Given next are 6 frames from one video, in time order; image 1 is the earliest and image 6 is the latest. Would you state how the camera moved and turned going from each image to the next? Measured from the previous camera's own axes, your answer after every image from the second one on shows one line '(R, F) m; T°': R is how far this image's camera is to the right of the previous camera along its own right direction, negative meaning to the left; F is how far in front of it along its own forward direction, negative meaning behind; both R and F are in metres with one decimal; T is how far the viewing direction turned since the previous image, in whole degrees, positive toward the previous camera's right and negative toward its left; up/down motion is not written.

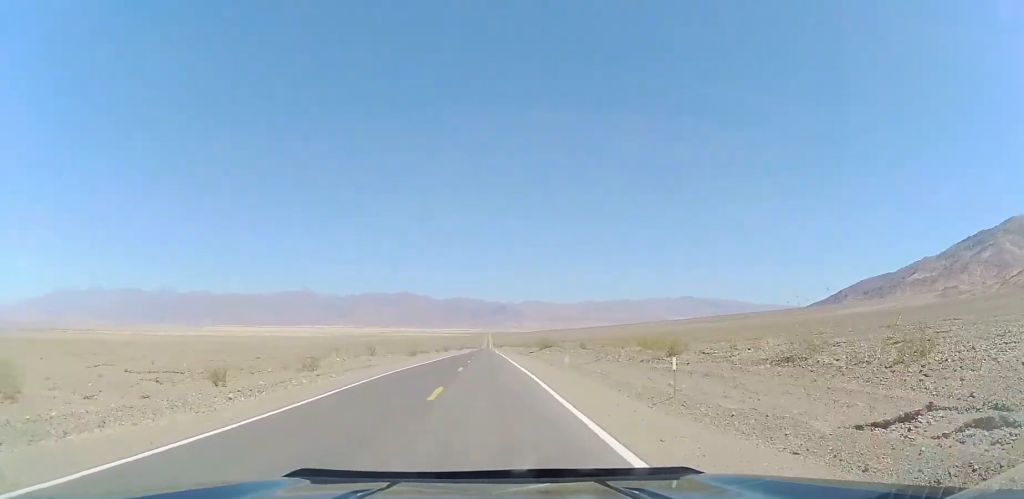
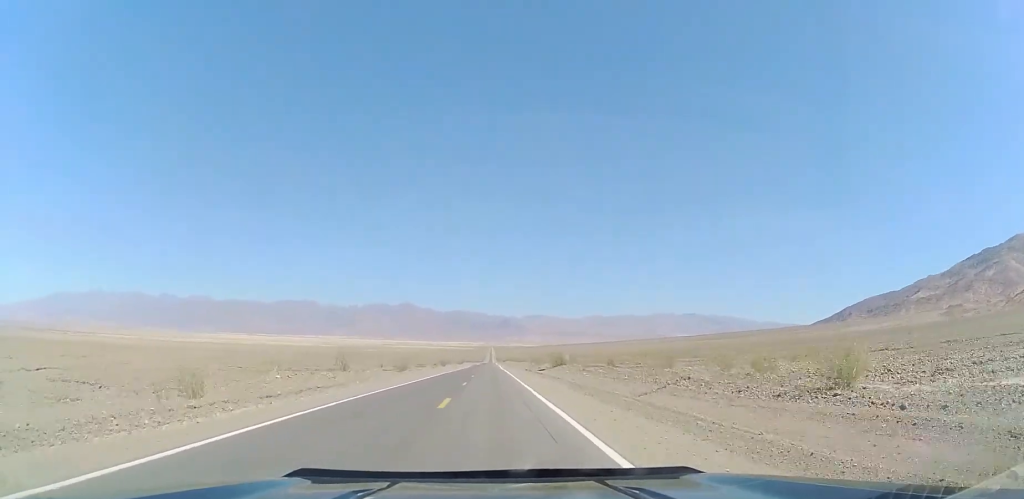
(+0.2, +12.8) m; 0°
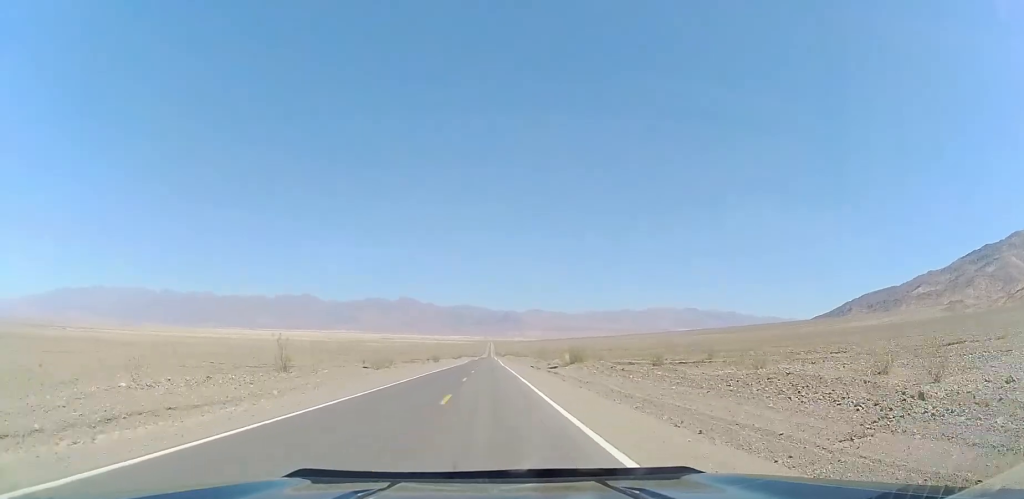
(+0.2, +13.9) m; 0°
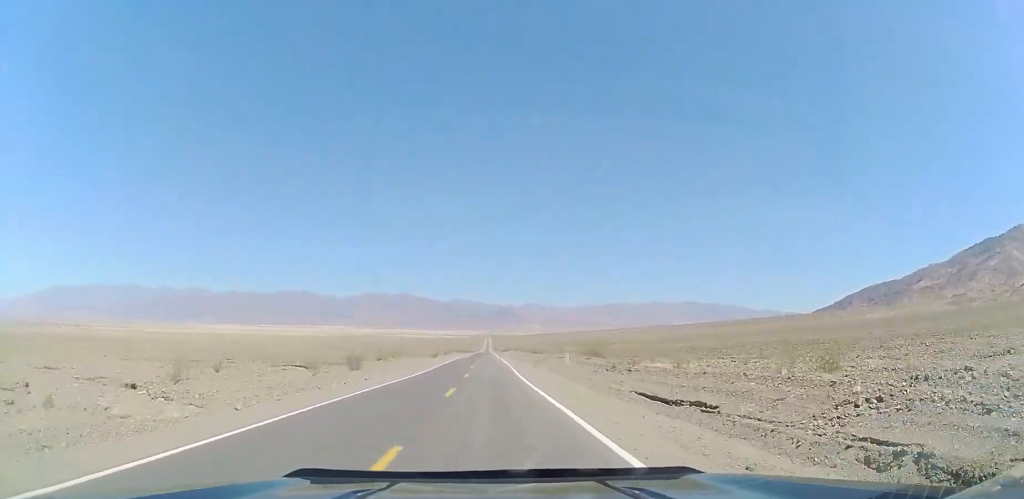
(-0.7, +56.1) m; 0°
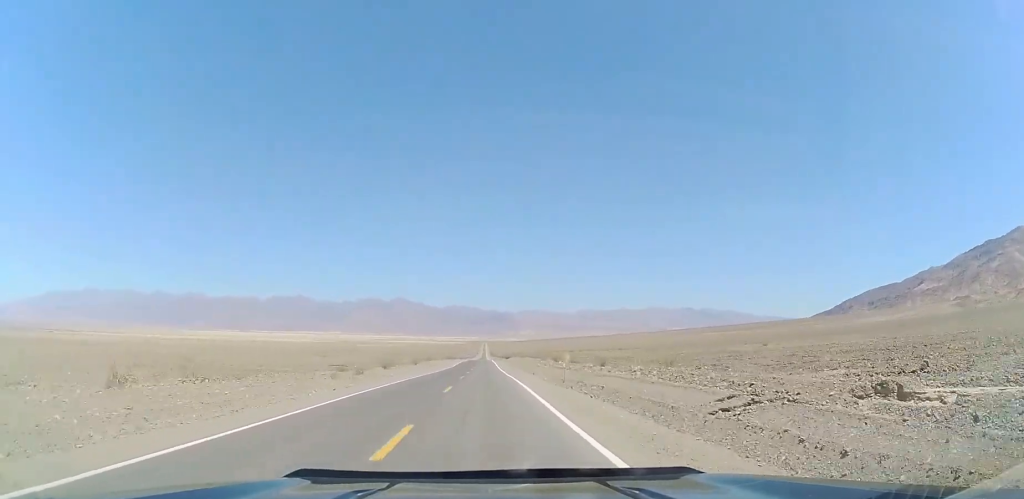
(+0.5, +55.0) m; +1°
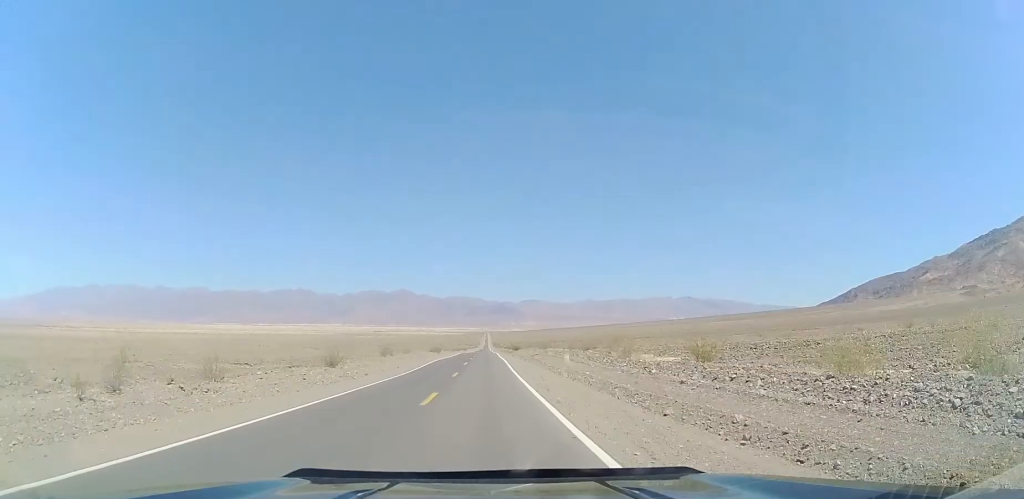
(+0.2, +50.8) m; 0°
